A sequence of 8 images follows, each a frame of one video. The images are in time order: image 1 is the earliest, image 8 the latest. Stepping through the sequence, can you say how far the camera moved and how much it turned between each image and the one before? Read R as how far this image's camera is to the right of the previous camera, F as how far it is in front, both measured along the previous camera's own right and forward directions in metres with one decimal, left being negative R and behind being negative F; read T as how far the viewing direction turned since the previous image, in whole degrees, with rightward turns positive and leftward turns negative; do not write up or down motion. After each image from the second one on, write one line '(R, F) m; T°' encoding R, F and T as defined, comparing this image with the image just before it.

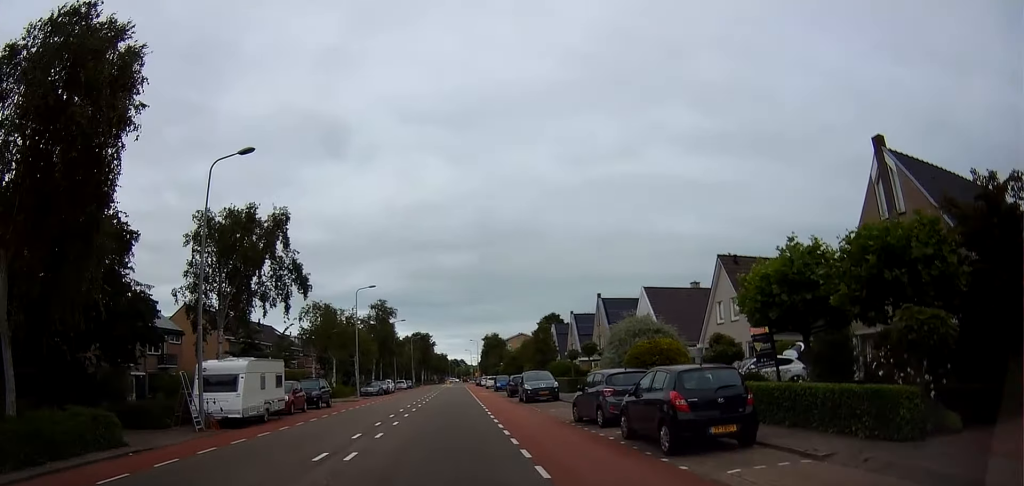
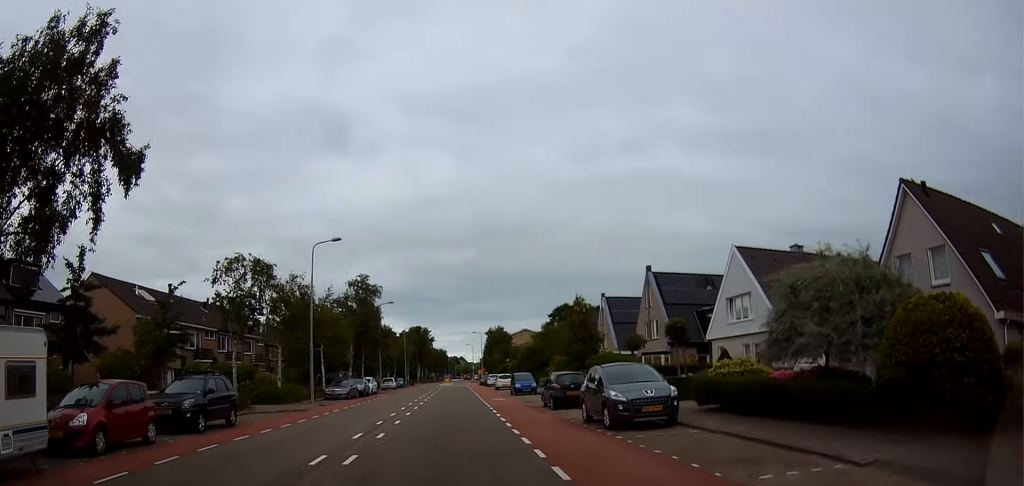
(-0.7, +15.2) m; -1°
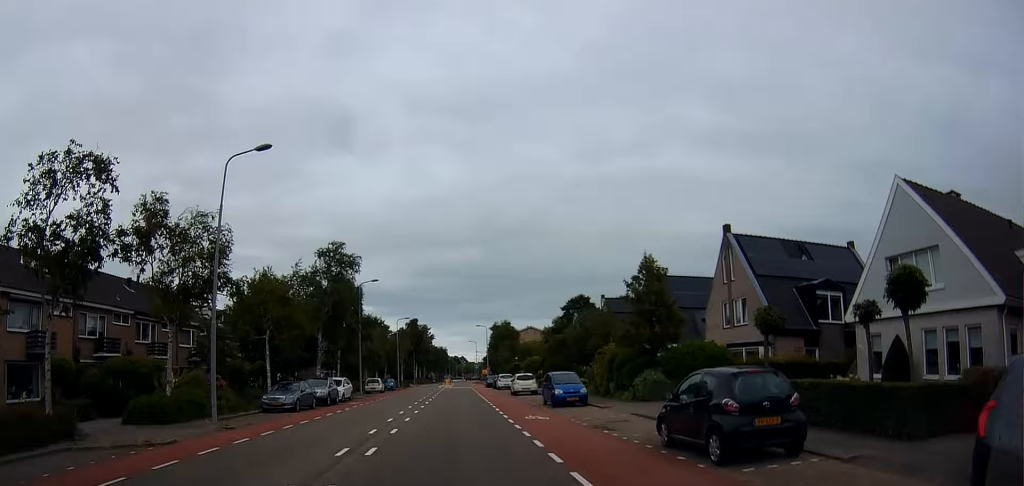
(+0.3, +14.3) m; +1°
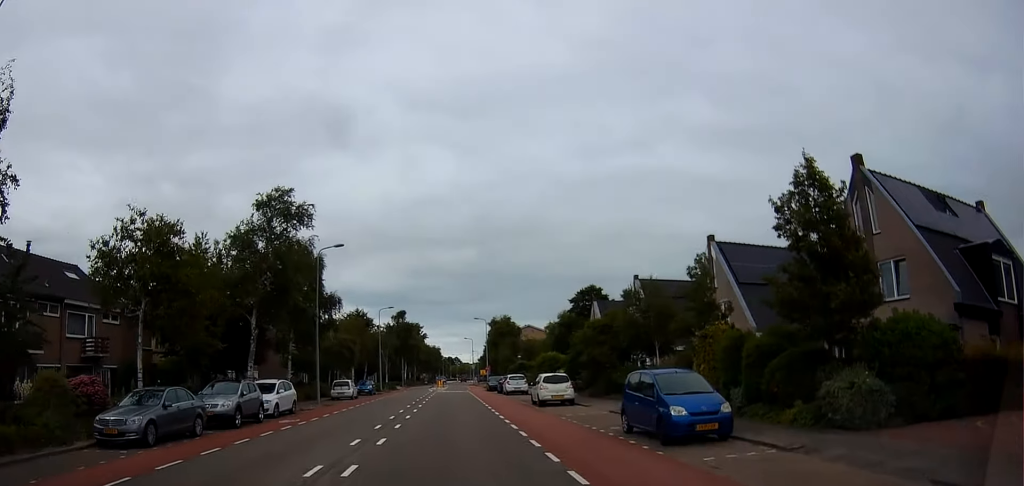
(+0.1, +13.3) m; -2°
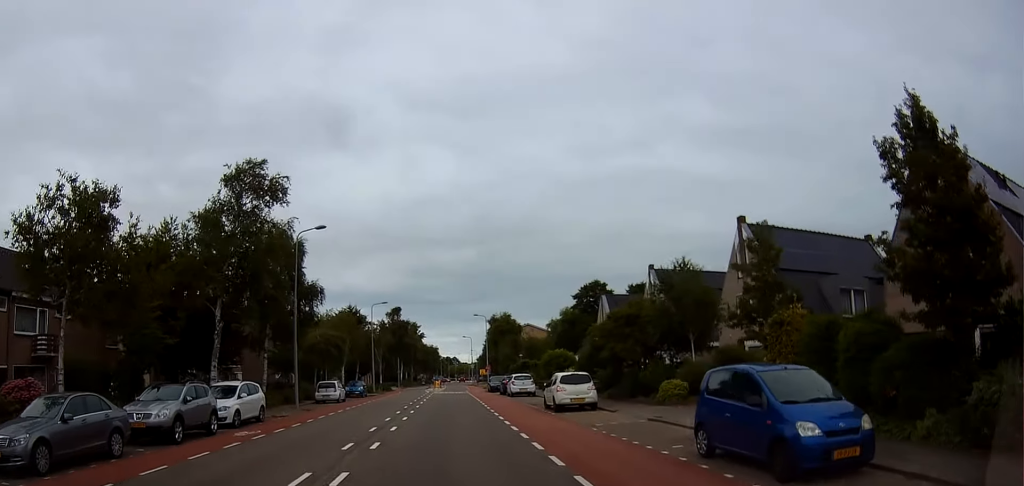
(-0.1, +4.4) m; +1°
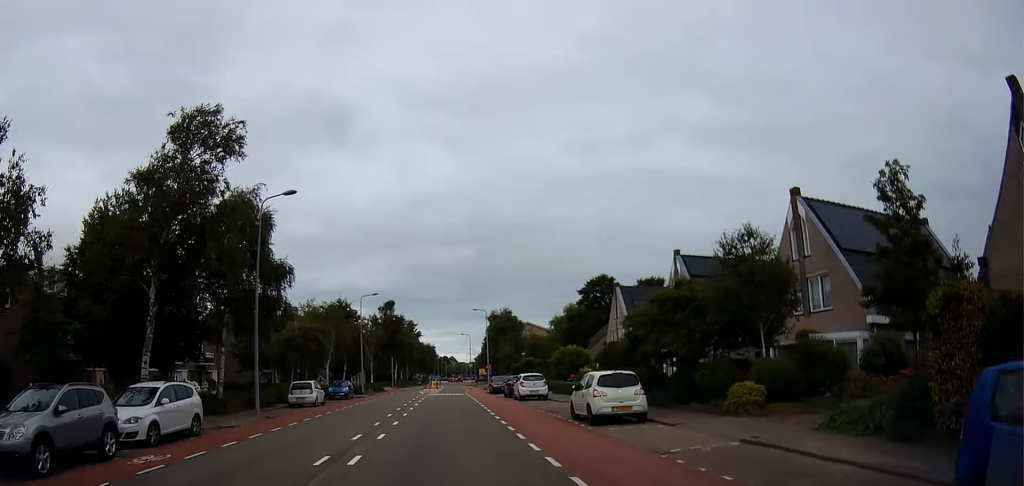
(-0.4, +5.9) m; +2°
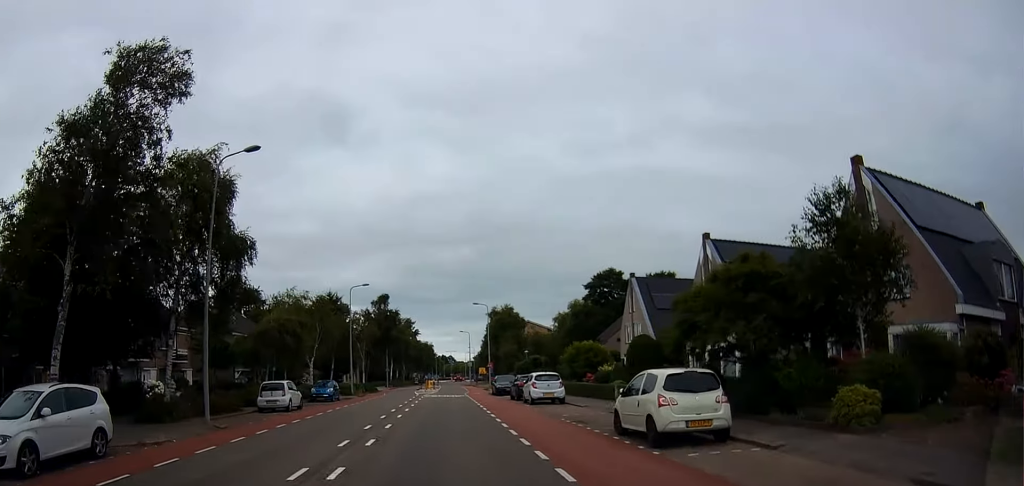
(+0.4, +5.2) m; +2°
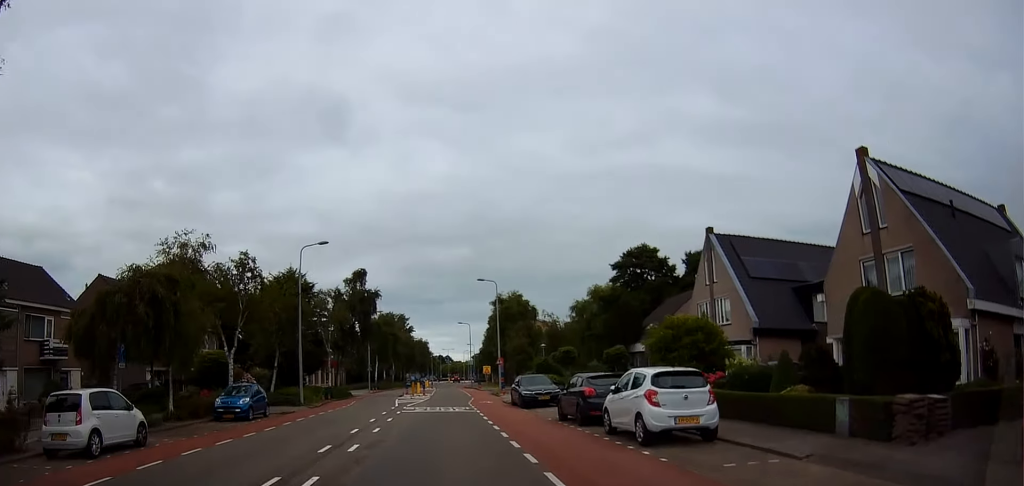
(+0.4, +16.2) m; -2°
